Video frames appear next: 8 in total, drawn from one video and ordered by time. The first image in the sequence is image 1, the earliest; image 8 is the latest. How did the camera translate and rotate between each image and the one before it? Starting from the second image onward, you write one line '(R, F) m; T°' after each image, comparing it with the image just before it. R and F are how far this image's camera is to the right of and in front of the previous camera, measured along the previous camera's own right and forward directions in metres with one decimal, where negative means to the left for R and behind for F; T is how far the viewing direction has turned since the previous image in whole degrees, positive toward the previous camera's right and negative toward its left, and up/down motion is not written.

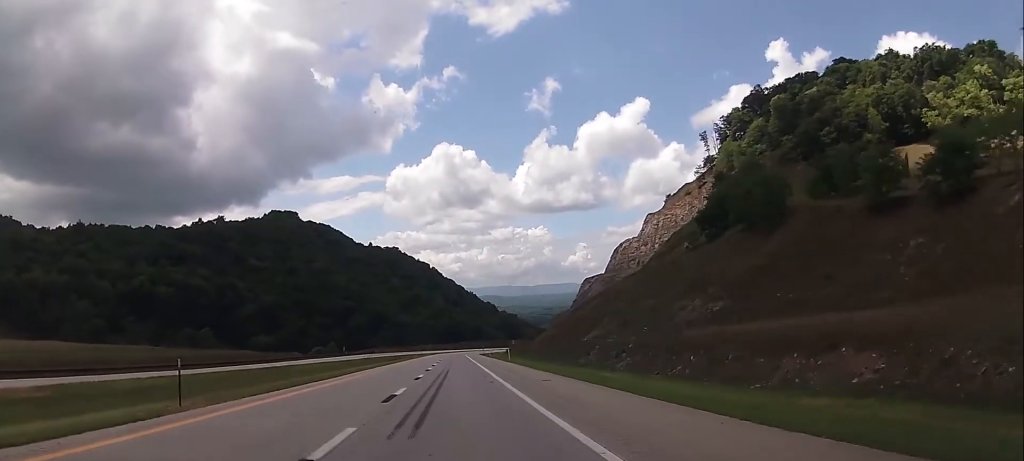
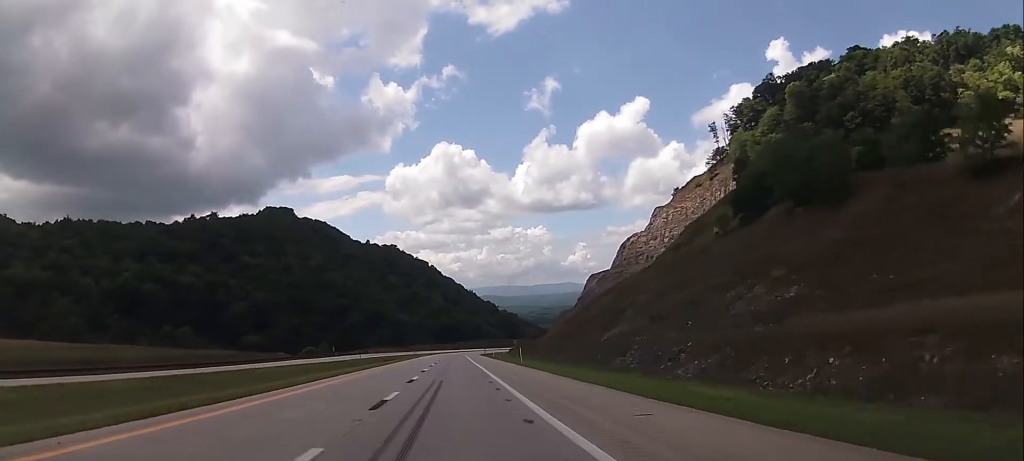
(0.0, +14.8) m; 0°
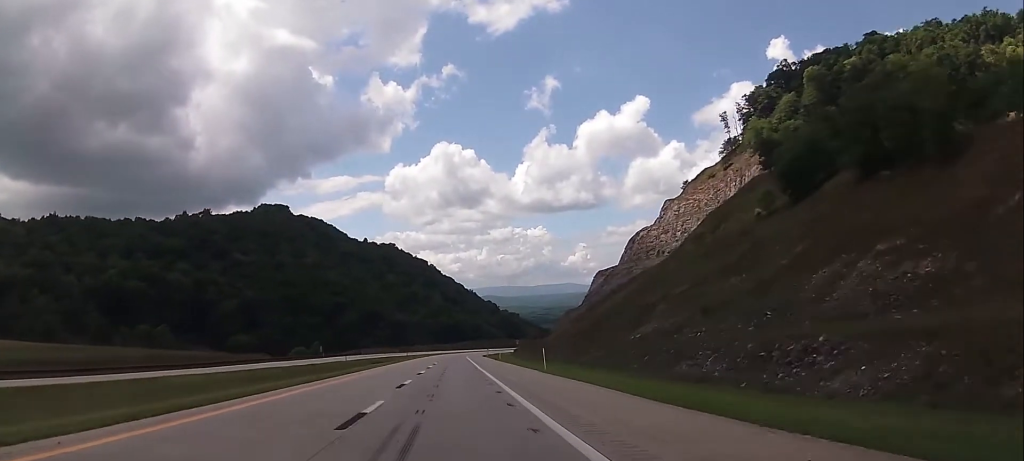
(0.0, +15.9) m; 0°
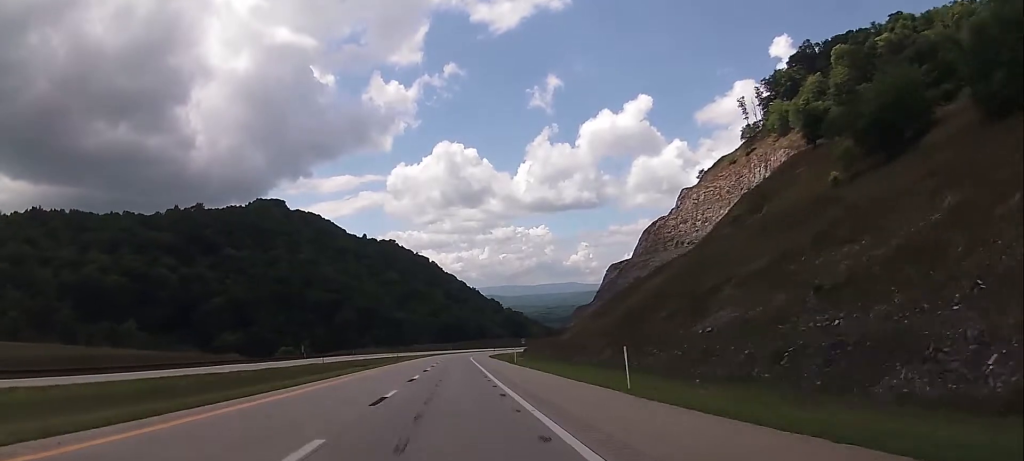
(+0.2, +20.2) m; 0°
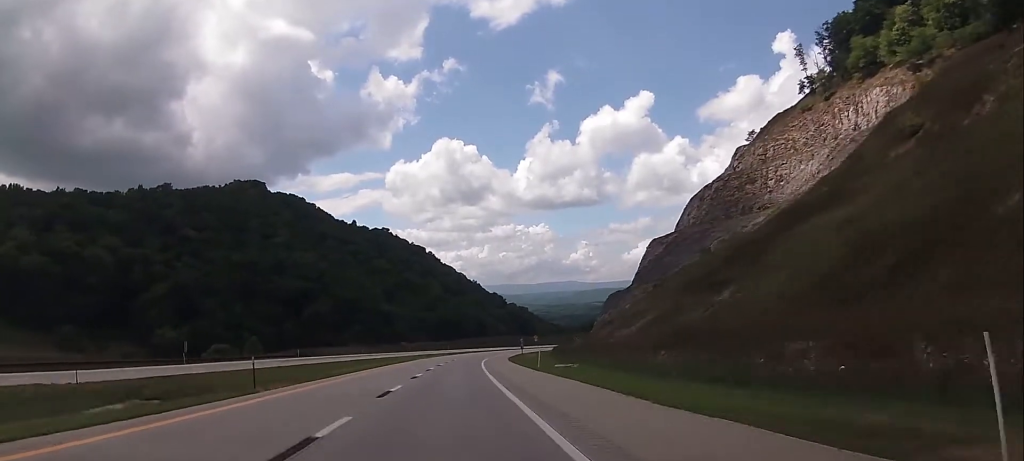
(-0.1, +58.9) m; 0°
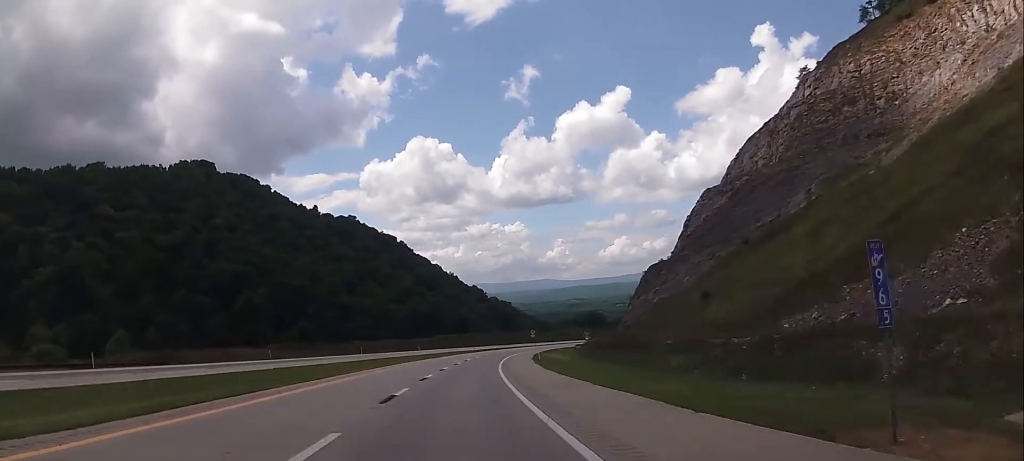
(-0.1, +62.6) m; 0°
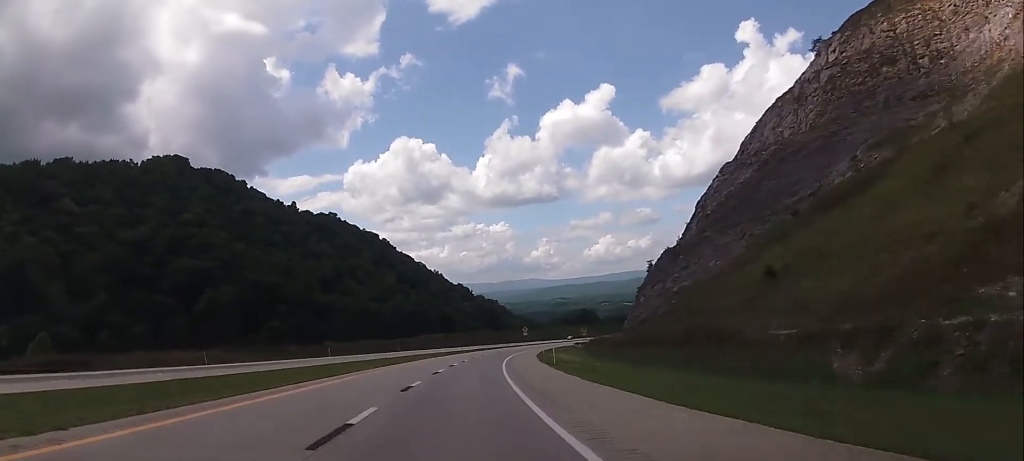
(+0.2, +19.8) m; +1°
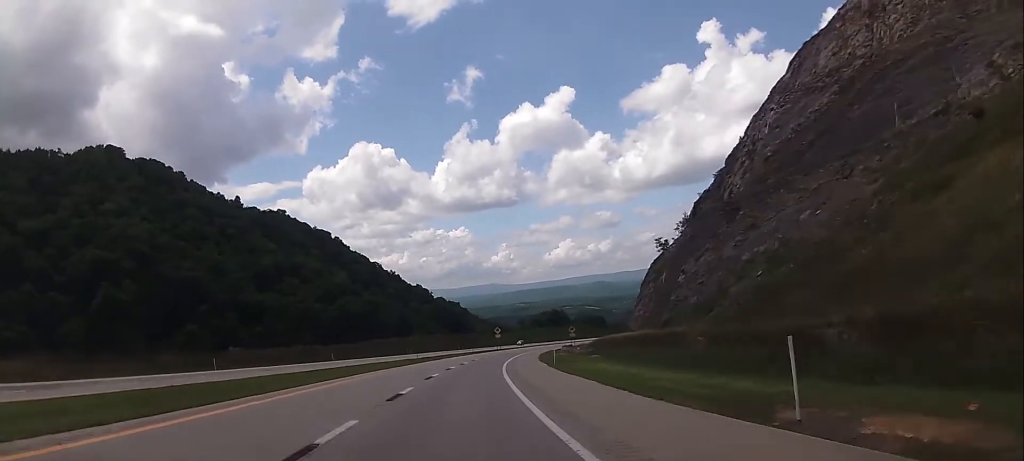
(+0.5, +39.5) m; +3°
